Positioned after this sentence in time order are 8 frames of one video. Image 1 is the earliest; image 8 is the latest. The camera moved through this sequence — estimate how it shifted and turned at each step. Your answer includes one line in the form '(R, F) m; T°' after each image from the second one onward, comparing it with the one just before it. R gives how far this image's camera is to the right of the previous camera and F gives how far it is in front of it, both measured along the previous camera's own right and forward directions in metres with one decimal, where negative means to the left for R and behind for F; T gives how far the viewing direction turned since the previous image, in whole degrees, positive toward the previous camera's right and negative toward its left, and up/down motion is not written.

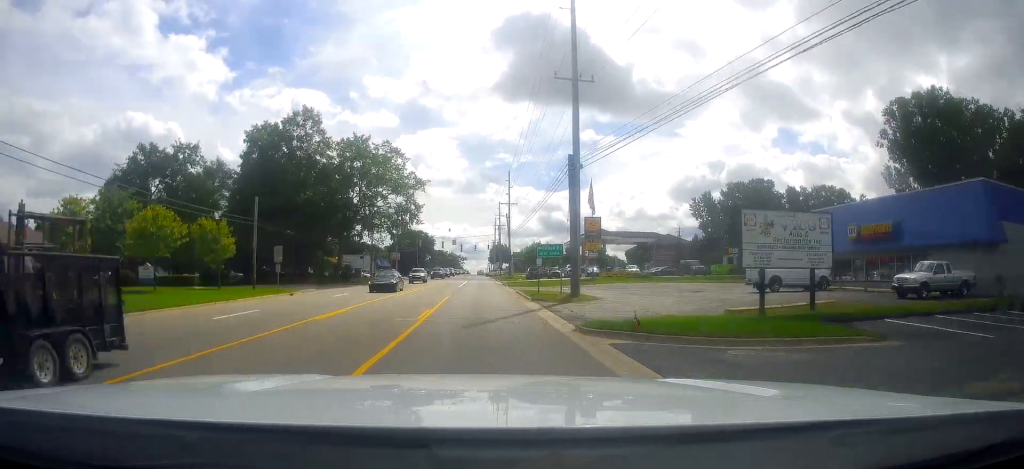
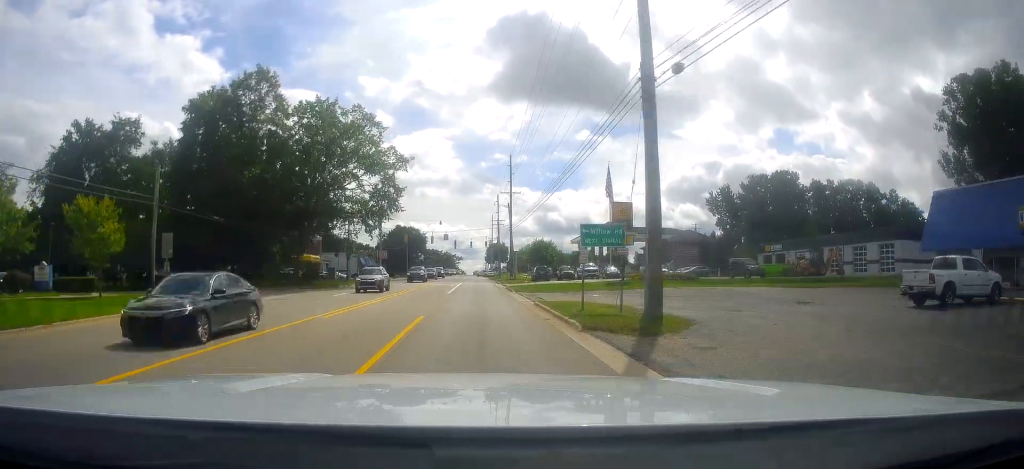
(+0.1, +15.3) m; +1°
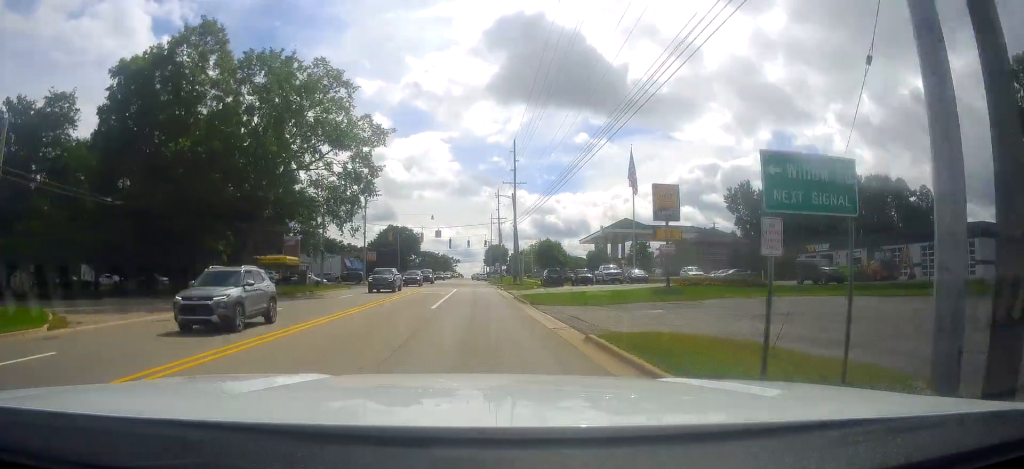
(+0.1, +13.0) m; +1°
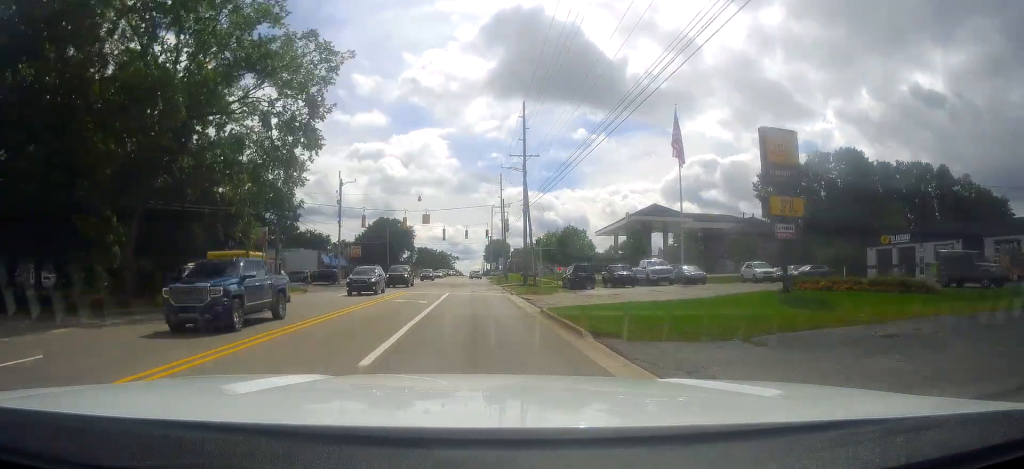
(+0.3, +15.7) m; -1°
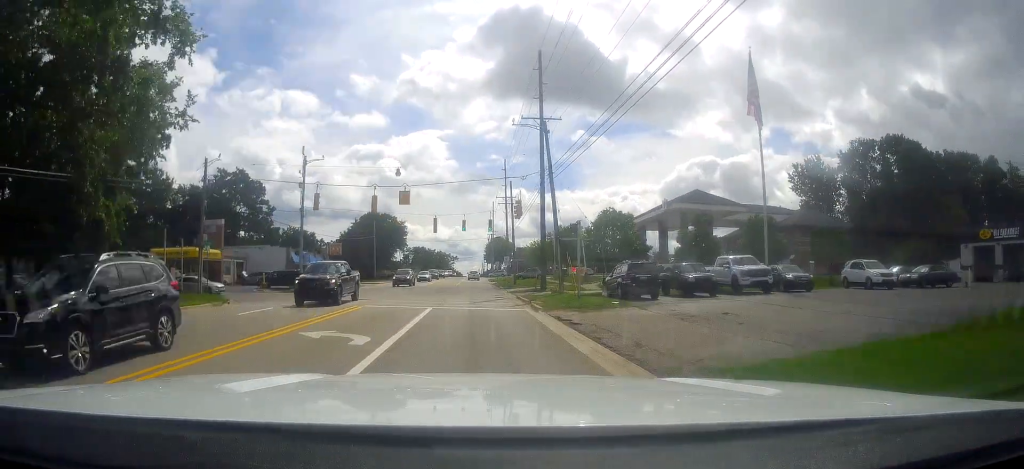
(-0.4, +15.4) m; 0°
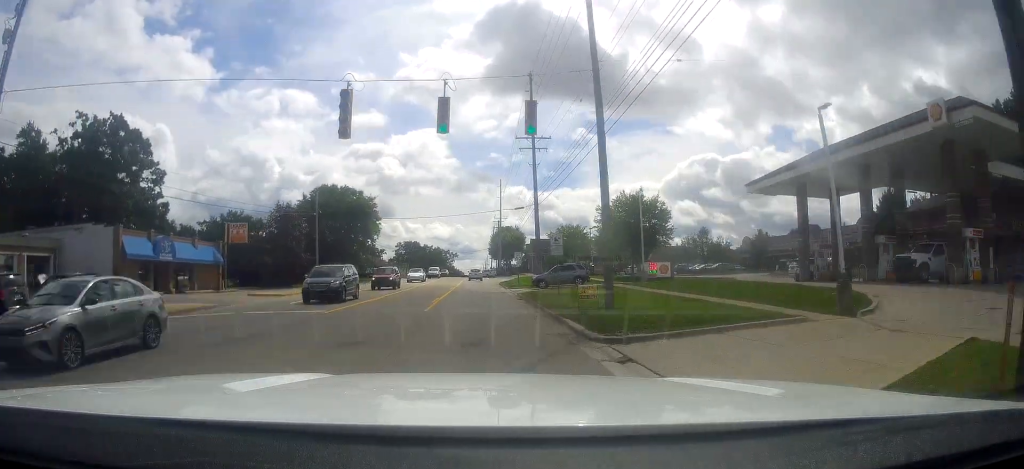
(+0.5, +39.9) m; +1°
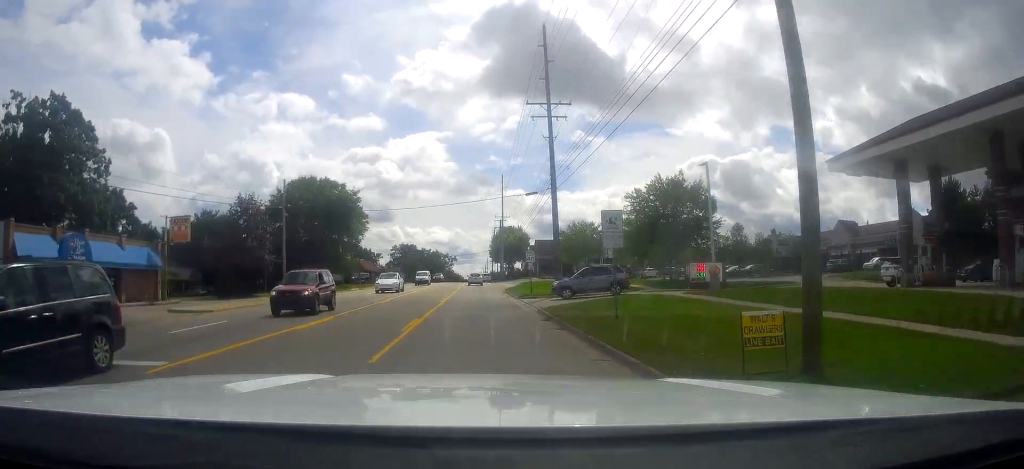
(+0.1, +11.5) m; +1°
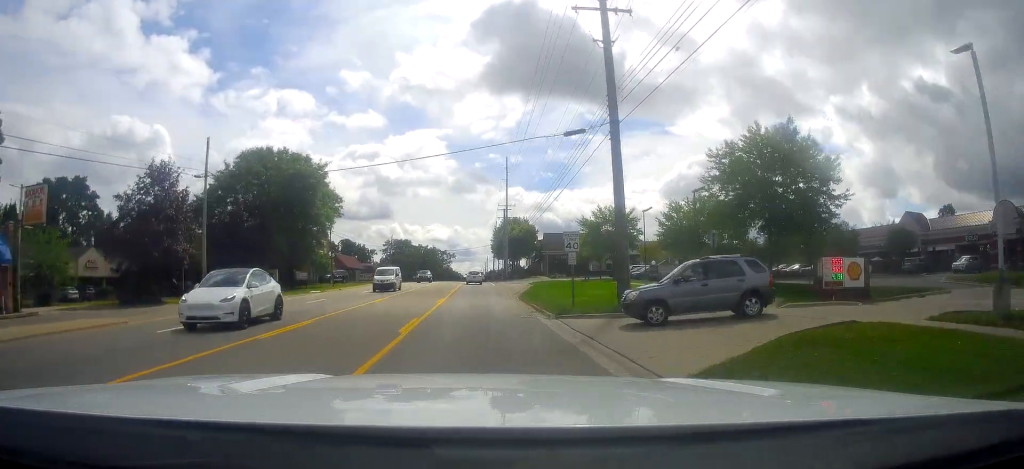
(+0.2, +16.7) m; 0°
